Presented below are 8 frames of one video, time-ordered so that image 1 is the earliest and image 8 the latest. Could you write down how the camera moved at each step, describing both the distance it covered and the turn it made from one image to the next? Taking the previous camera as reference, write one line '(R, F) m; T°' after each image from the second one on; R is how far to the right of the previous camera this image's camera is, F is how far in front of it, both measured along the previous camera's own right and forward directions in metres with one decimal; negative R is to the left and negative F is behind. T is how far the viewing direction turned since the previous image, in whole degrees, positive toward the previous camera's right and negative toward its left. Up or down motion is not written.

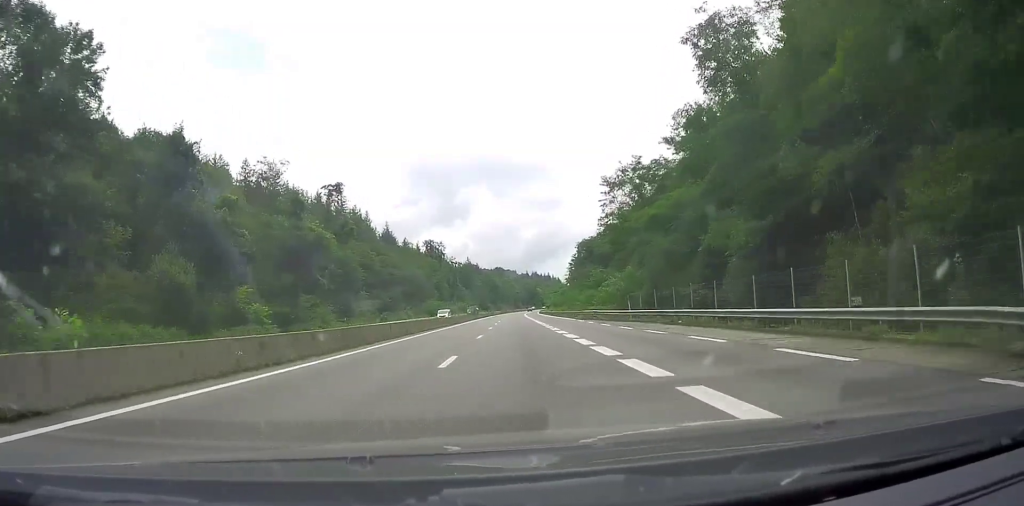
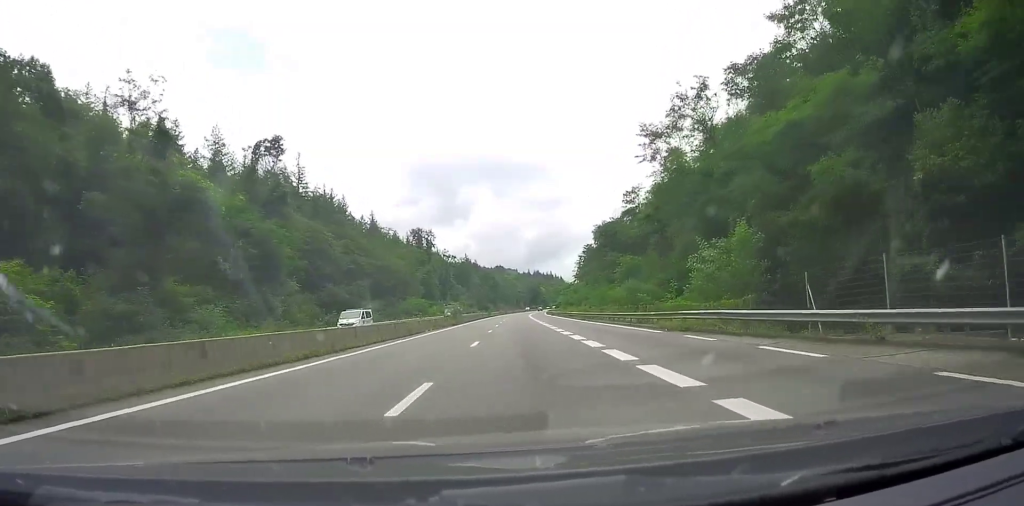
(-0.1, +31.9) m; 0°
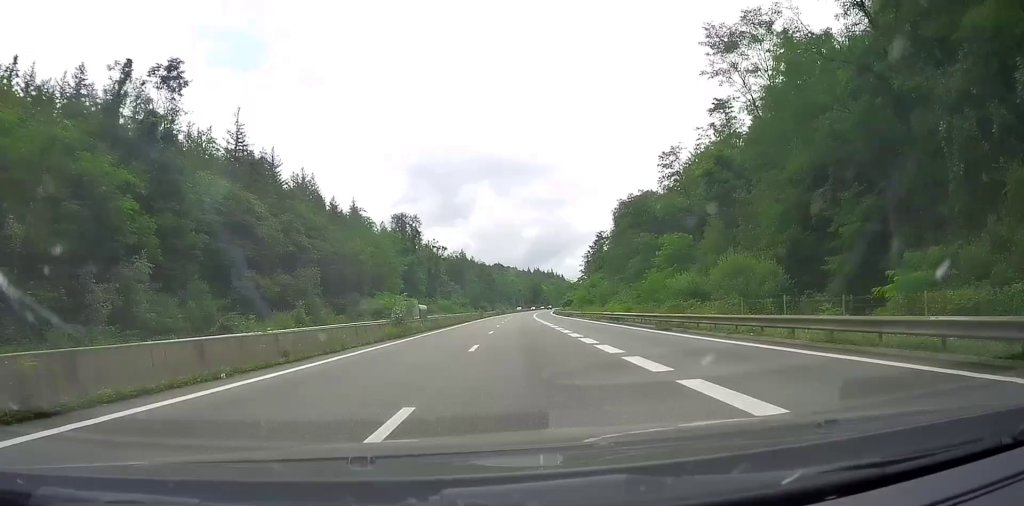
(0.0, +28.8) m; 0°
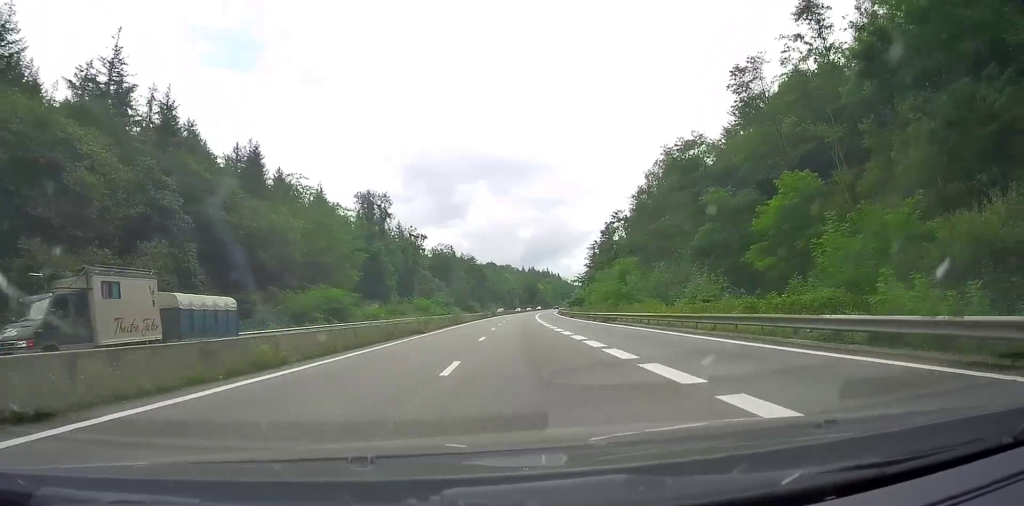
(+0.3, +32.6) m; 0°
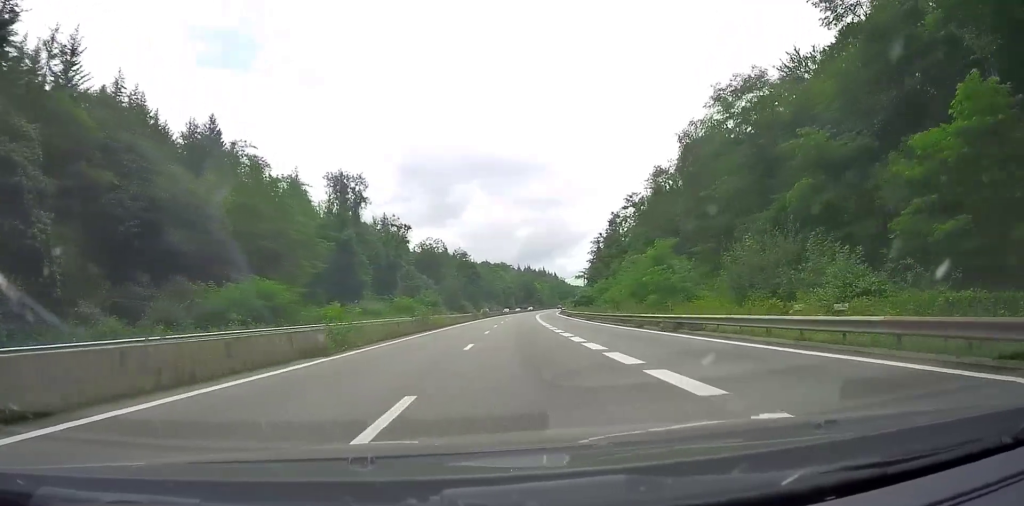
(-0.1, +18.7) m; 0°
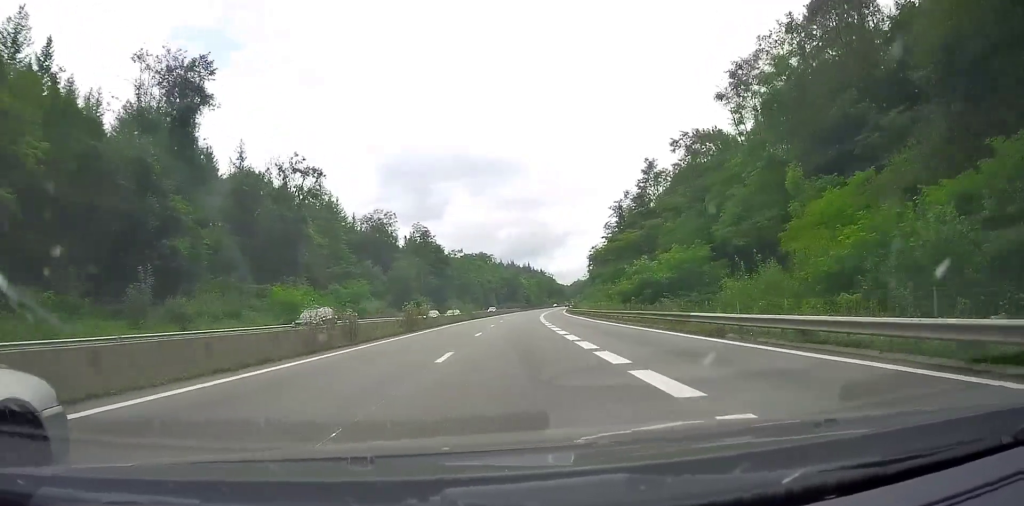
(+0.1, +56.9) m; 0°
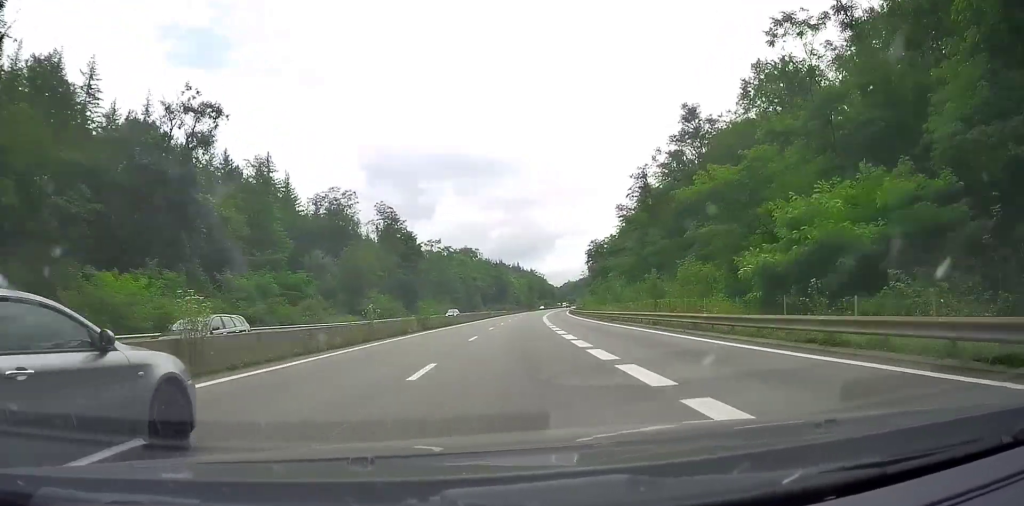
(-0.2, +29.4) m; +1°
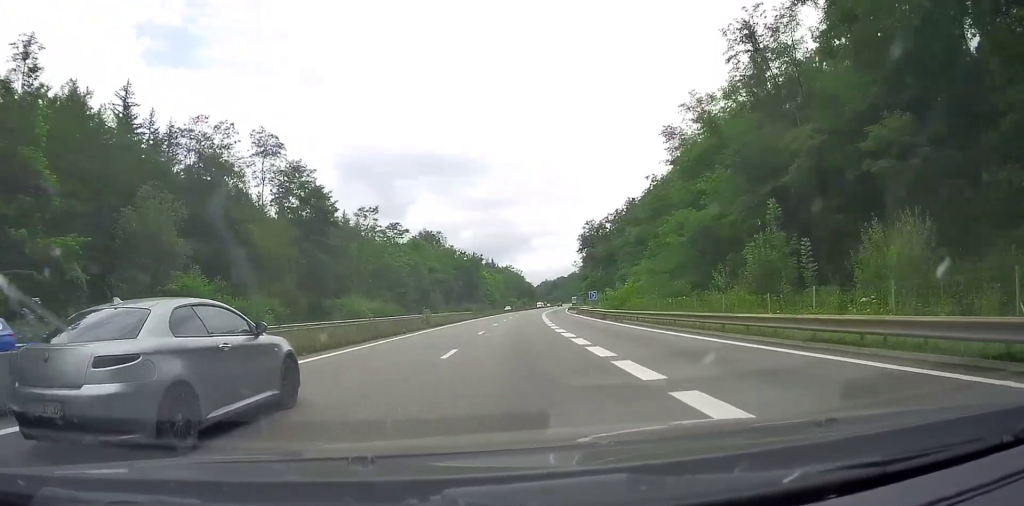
(+1.5, +47.5) m; +3°
